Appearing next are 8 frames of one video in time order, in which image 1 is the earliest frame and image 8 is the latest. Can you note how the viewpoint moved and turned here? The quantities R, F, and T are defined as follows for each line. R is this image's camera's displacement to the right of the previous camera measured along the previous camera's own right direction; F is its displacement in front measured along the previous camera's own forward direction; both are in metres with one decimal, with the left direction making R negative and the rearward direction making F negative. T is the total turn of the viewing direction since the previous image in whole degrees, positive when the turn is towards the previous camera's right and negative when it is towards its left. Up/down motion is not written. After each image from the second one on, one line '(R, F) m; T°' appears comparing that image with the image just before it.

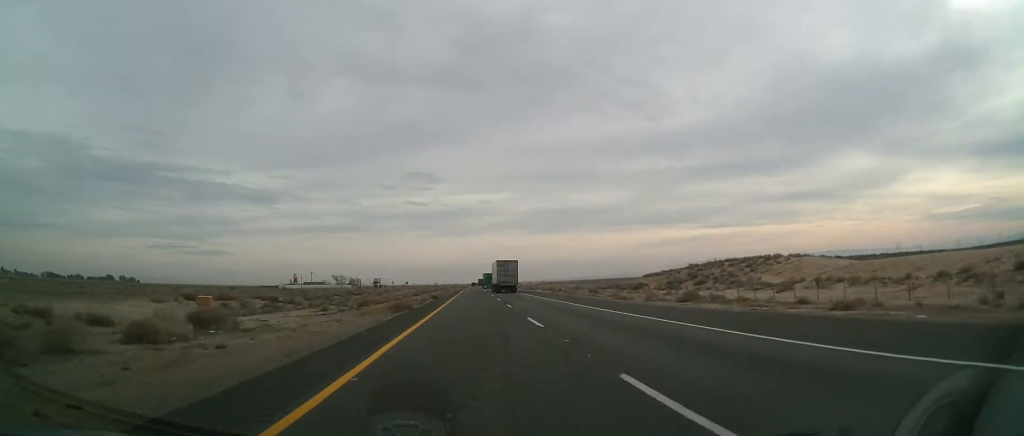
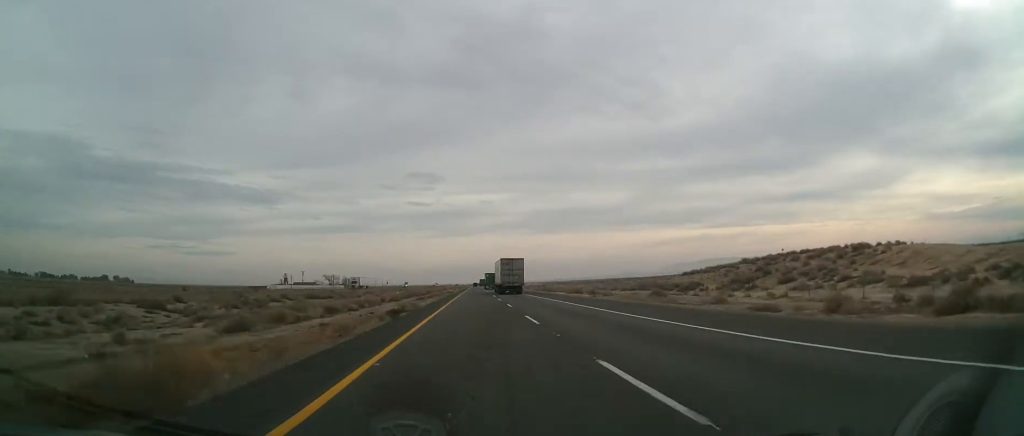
(0.0, +27.4) m; -1°
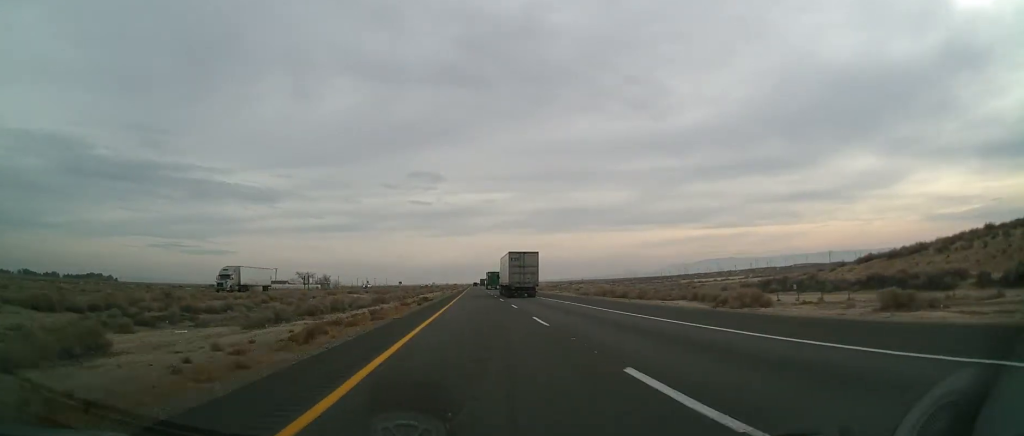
(-0.4, +59.4) m; 0°
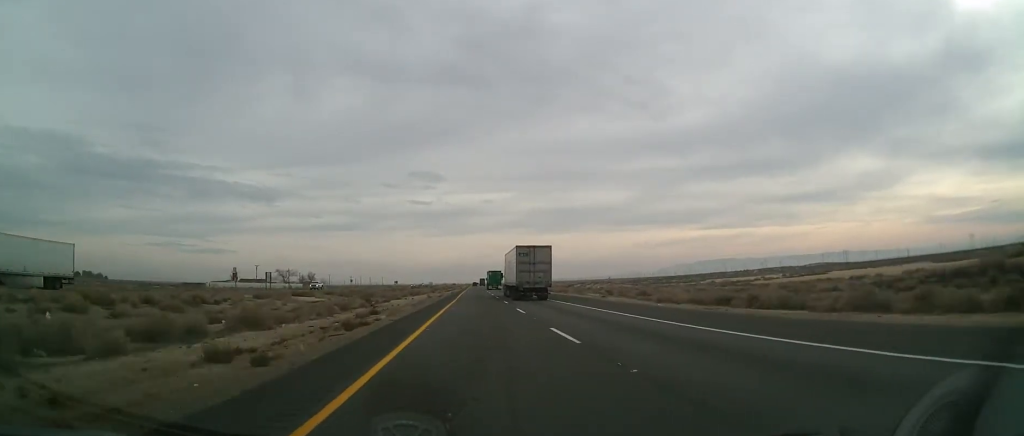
(-0.1, +34.3) m; 0°
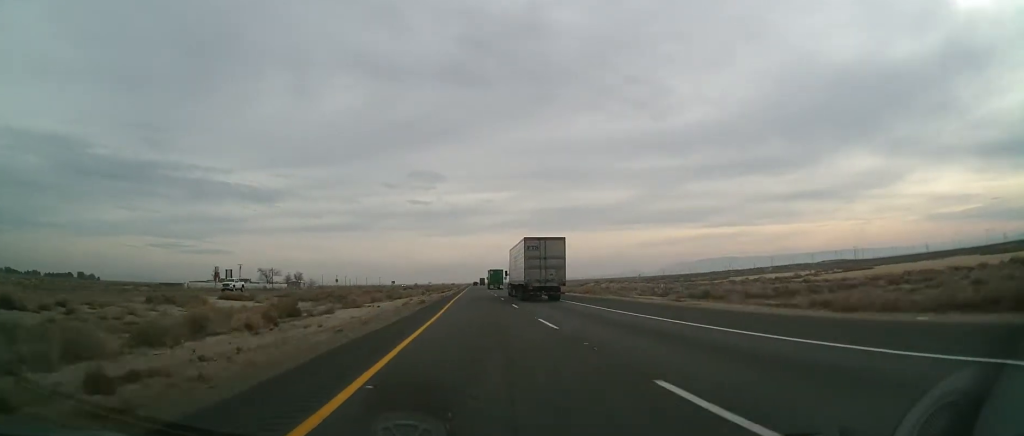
(-0.1, +25.1) m; 0°
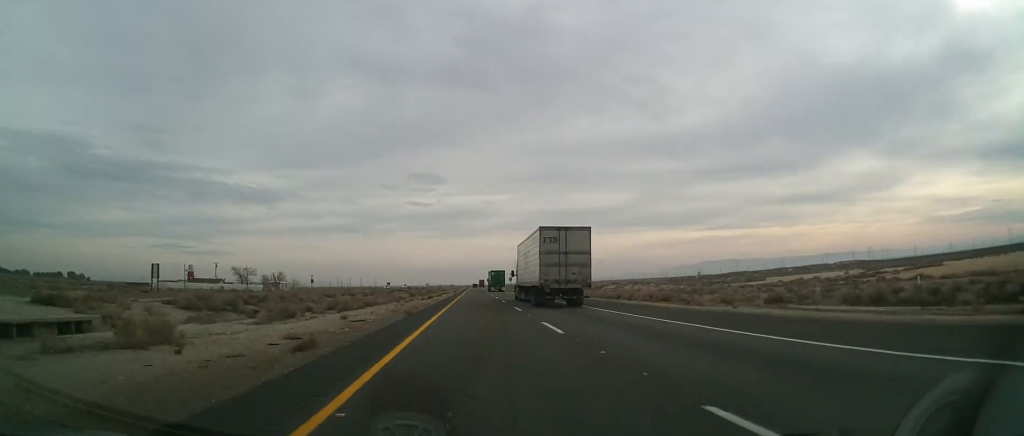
(+0.4, +30.8) m; +1°
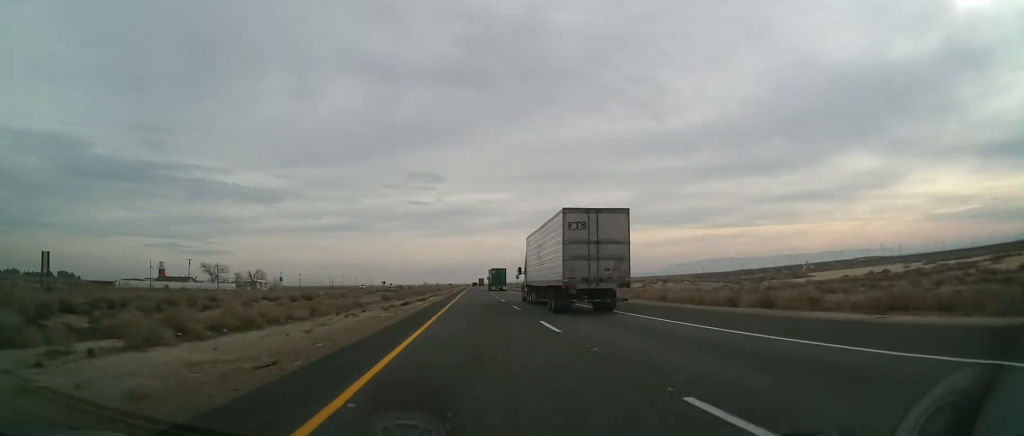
(0.0, +28.6) m; -1°
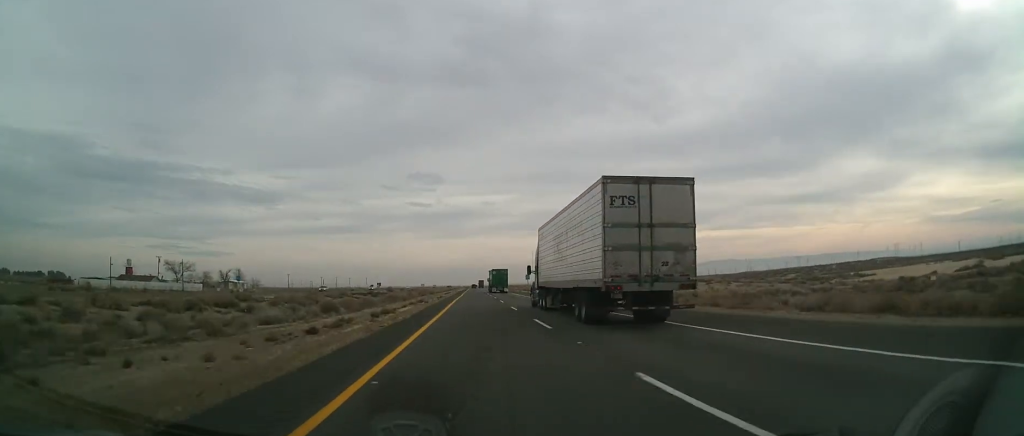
(-0.4, +27.4) m; 0°
